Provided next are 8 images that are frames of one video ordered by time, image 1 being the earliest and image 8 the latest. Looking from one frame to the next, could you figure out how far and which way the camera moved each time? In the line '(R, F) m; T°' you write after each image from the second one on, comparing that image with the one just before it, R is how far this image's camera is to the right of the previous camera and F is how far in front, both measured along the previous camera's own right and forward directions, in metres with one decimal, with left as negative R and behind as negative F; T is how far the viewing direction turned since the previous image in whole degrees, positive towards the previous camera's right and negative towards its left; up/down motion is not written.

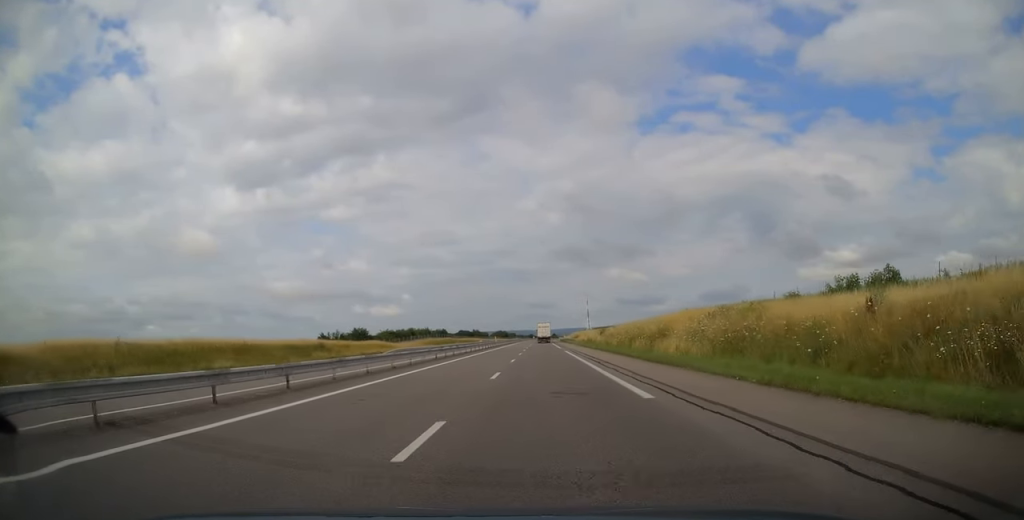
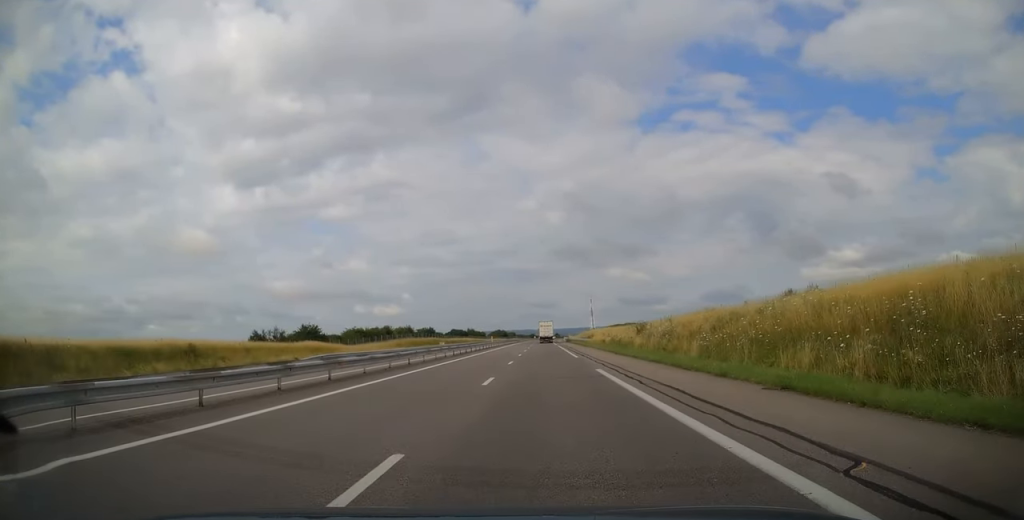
(-0.4, +28.4) m; -1°
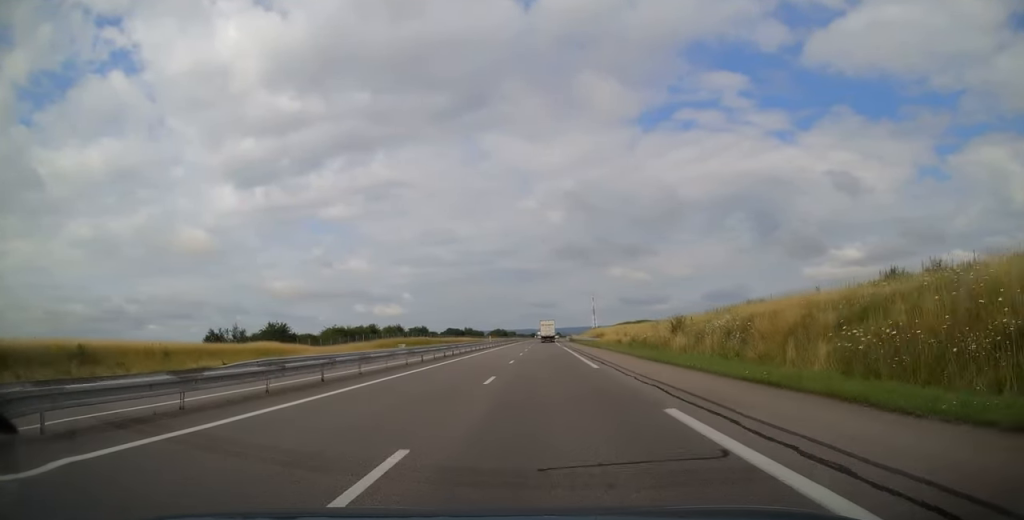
(0.0, +12.7) m; 0°
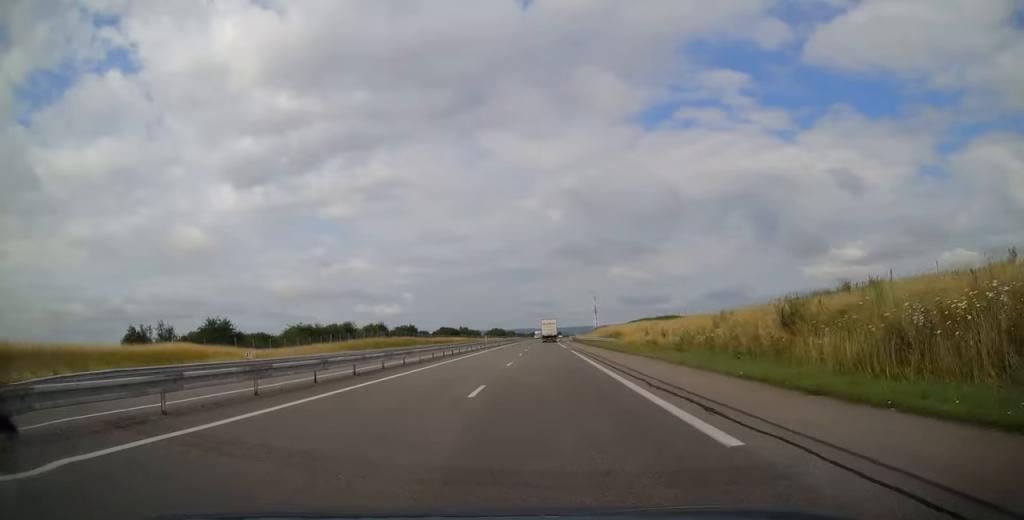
(0.0, +16.6) m; 0°
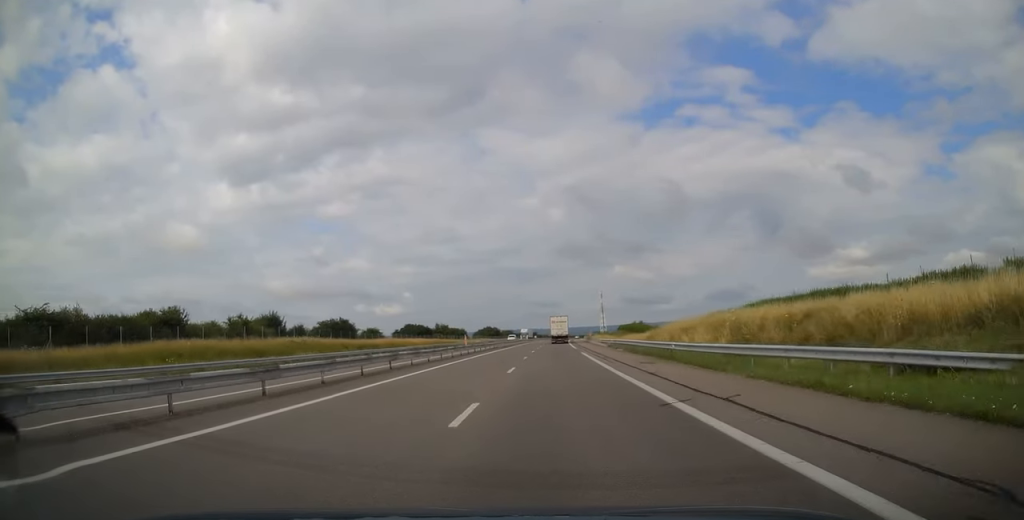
(0.0, +55.8) m; 0°
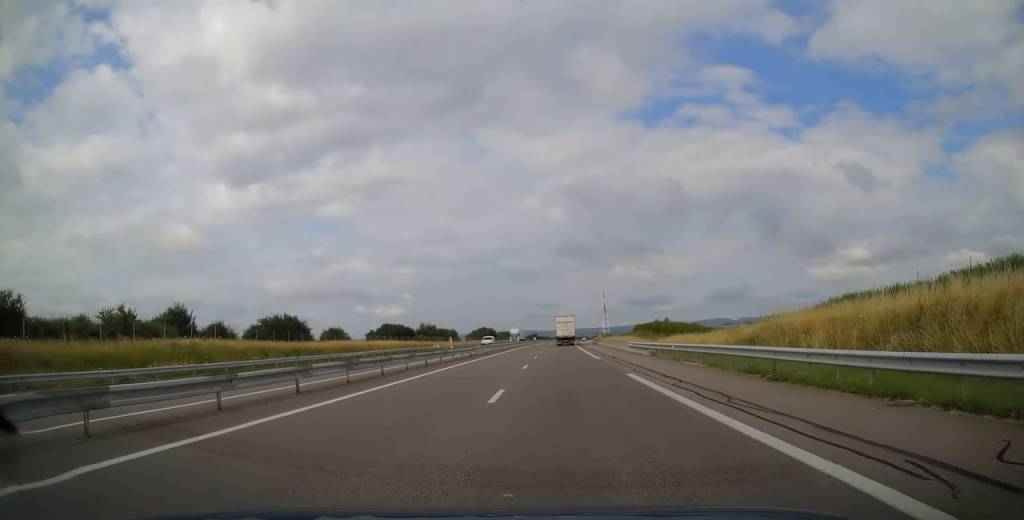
(0.0, +22.5) m; +1°
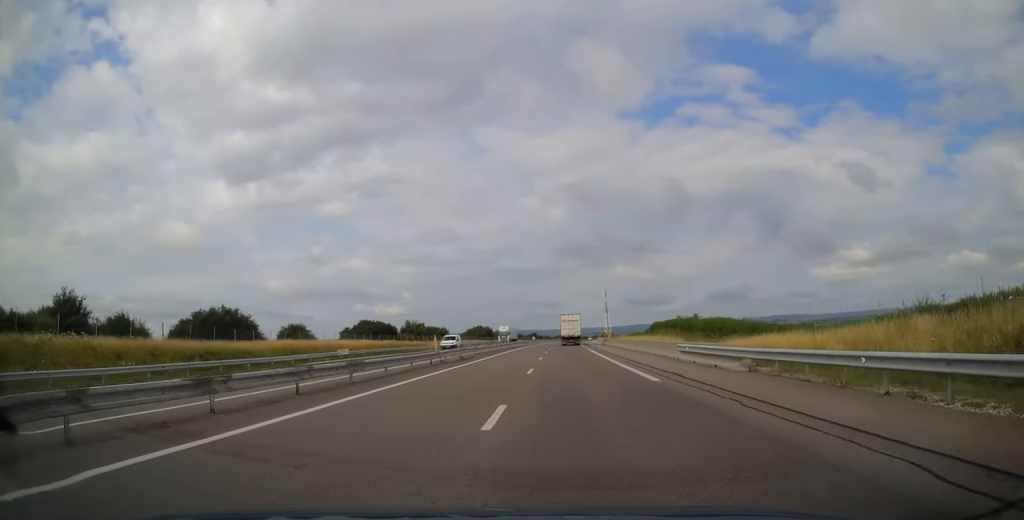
(+0.1, +16.6) m; 0°
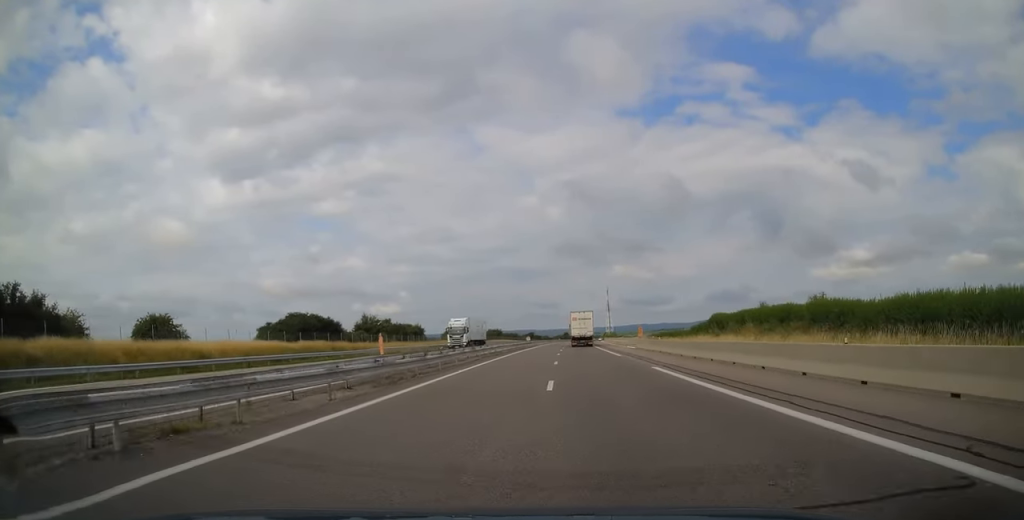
(+0.2, +32.8) m; 0°
